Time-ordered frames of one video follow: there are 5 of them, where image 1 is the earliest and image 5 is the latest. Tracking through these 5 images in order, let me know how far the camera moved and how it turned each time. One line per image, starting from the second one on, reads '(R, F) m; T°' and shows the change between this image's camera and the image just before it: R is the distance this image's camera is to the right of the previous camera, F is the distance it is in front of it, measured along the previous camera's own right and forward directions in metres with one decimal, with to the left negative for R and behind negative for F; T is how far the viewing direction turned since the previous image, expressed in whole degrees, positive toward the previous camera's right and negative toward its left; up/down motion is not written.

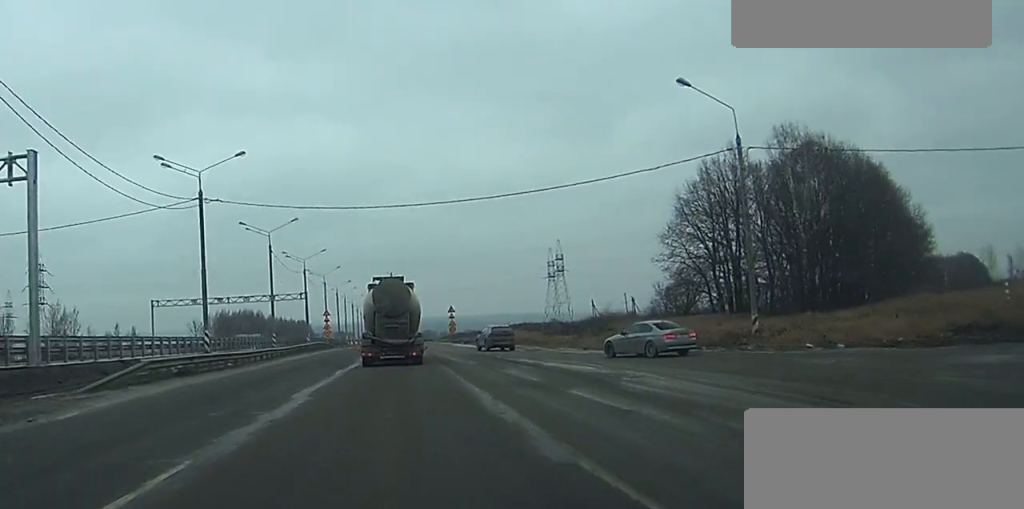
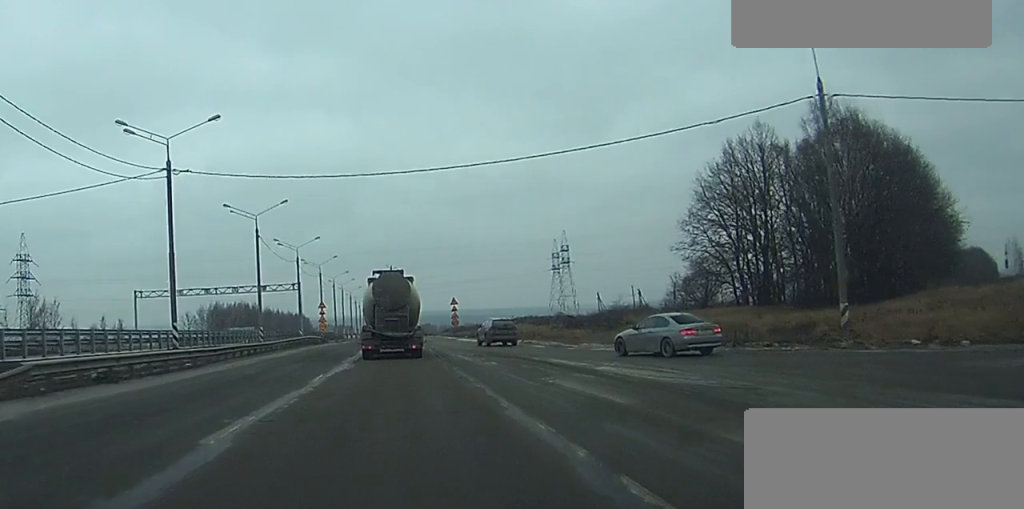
(-0.1, +8.3) m; -1°
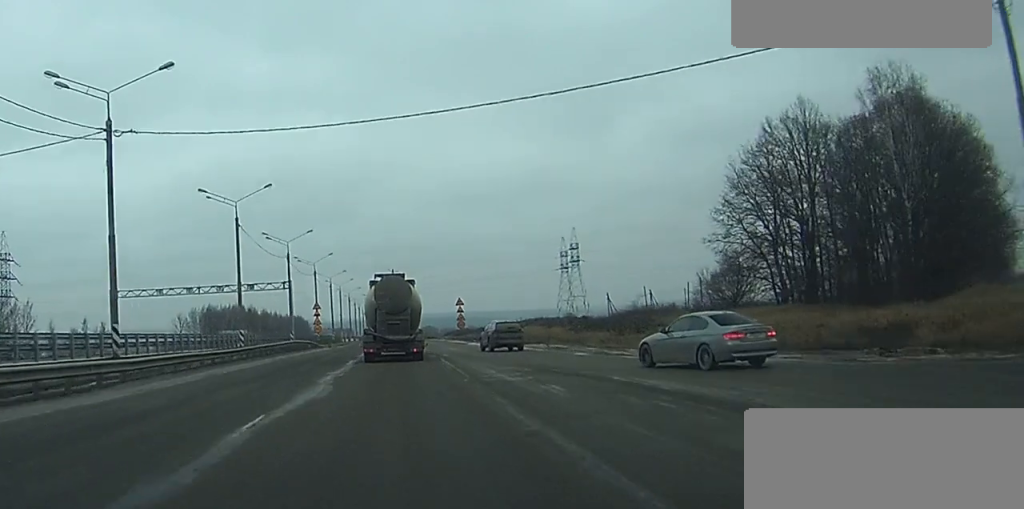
(0.0, +10.8) m; 0°
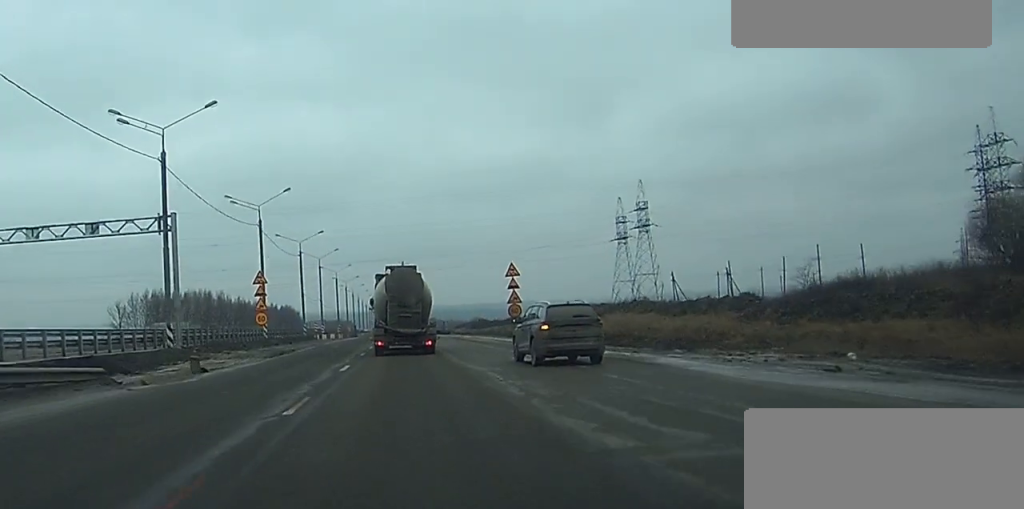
(-1.1, +54.2) m; +1°
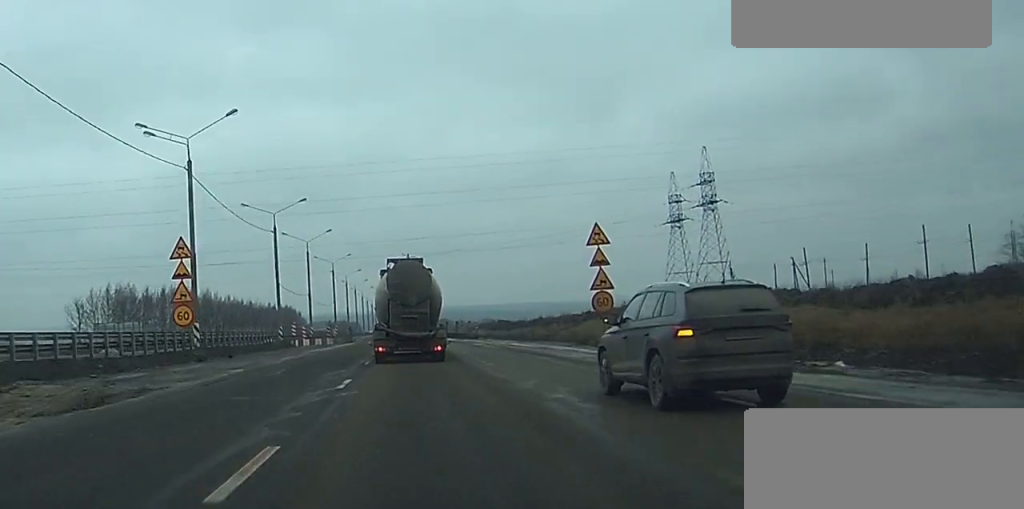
(+0.8, +25.7) m; 0°
